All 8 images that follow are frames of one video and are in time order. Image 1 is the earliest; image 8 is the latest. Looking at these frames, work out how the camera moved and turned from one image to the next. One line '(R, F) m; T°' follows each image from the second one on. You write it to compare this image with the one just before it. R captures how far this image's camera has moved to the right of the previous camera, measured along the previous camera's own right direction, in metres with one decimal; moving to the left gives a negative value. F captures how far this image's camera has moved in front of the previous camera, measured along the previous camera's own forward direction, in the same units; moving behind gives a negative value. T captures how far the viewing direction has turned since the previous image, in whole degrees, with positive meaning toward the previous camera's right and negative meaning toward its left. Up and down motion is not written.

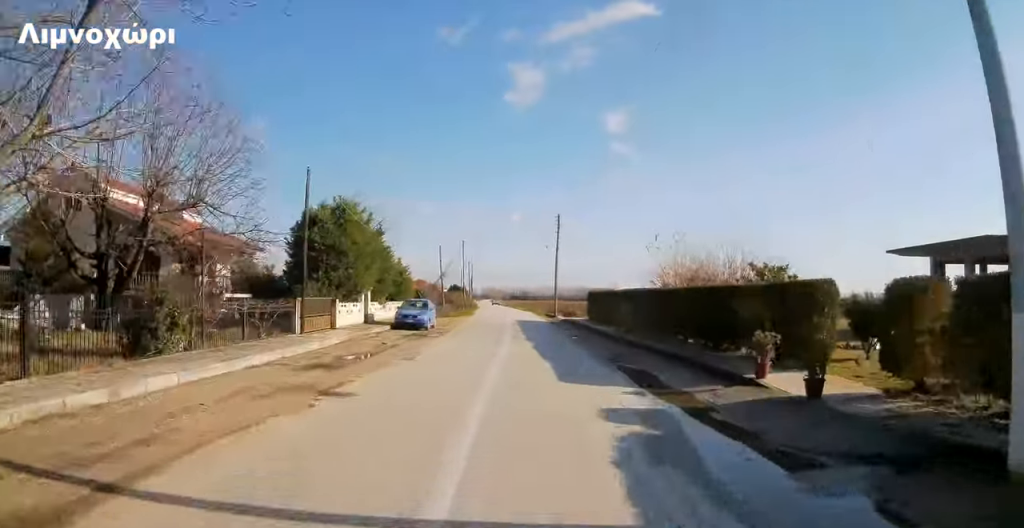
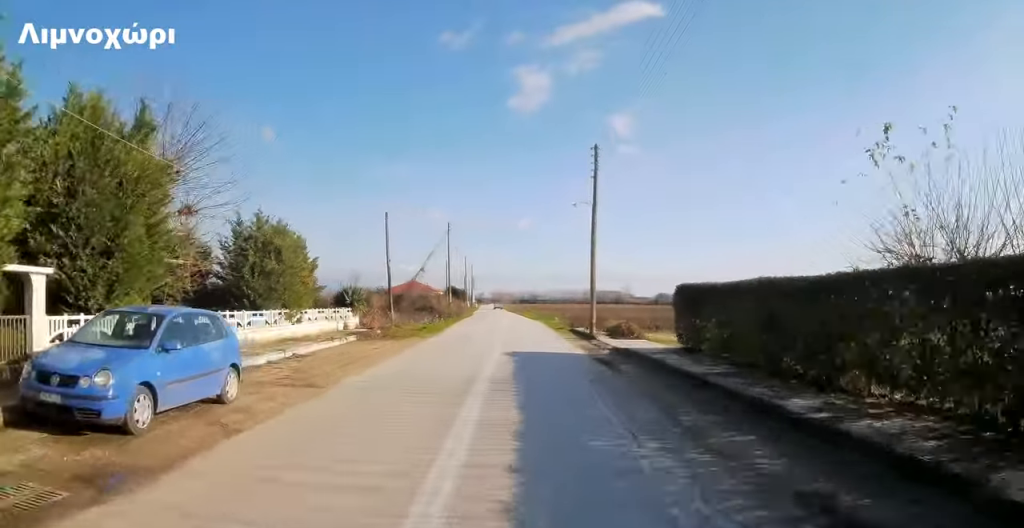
(-0.4, +23.2) m; -4°
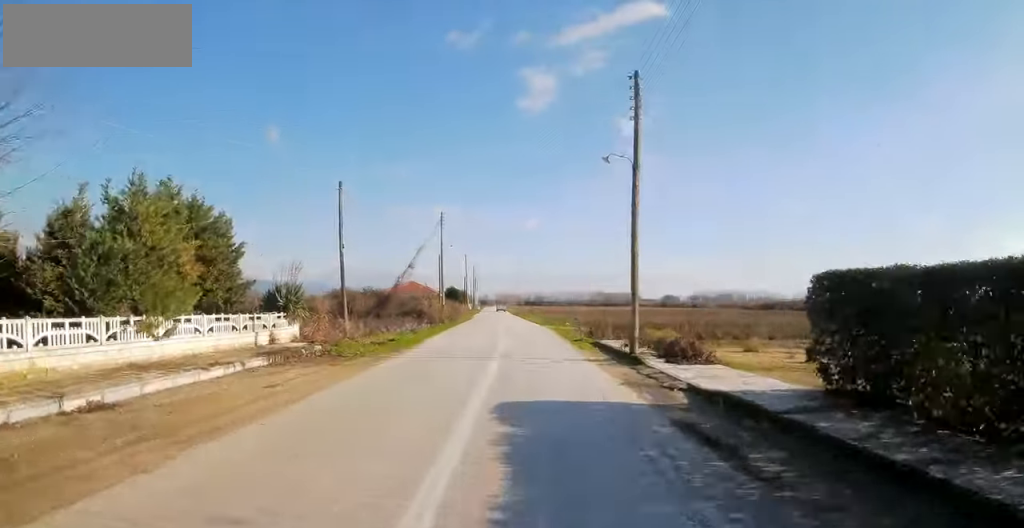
(-0.3, +8.8) m; -2°
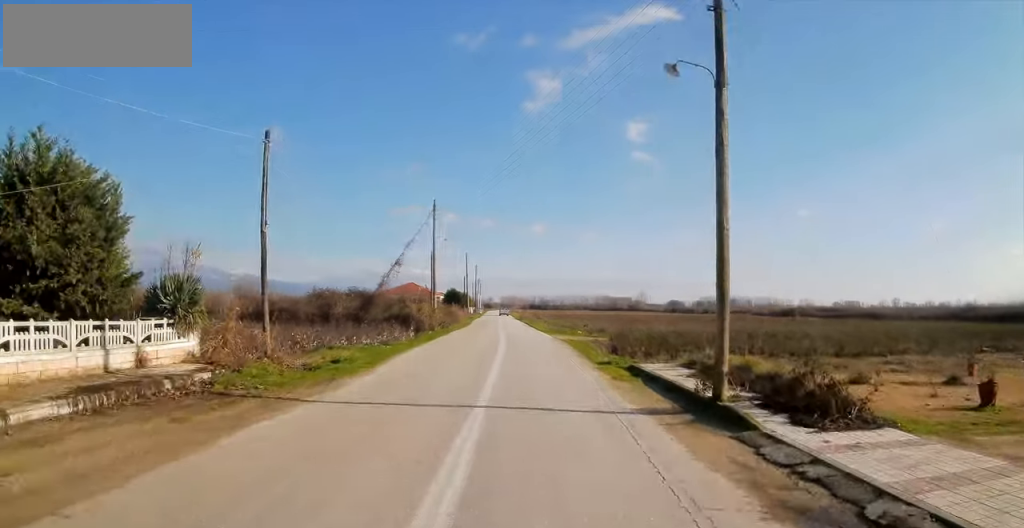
(0.0, +7.3) m; 0°
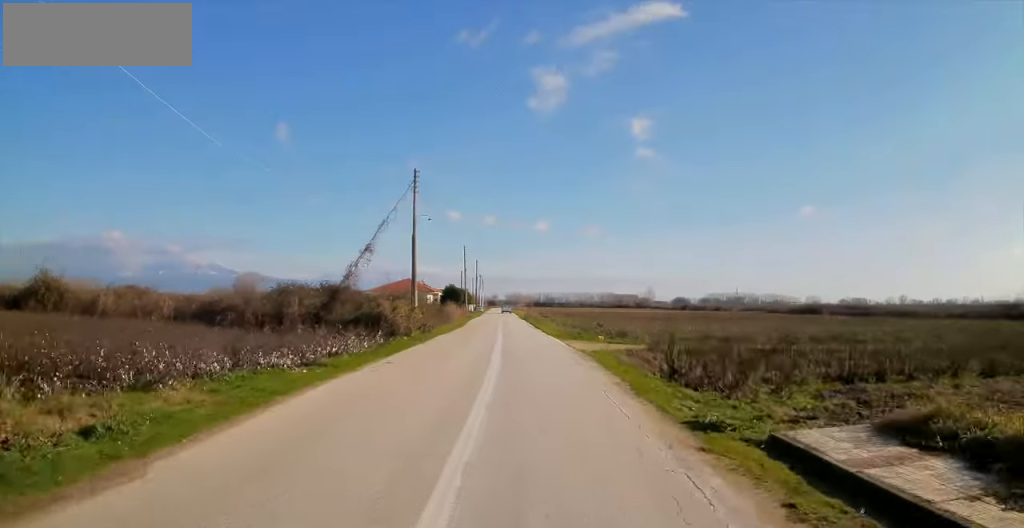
(0.0, +9.6) m; 0°
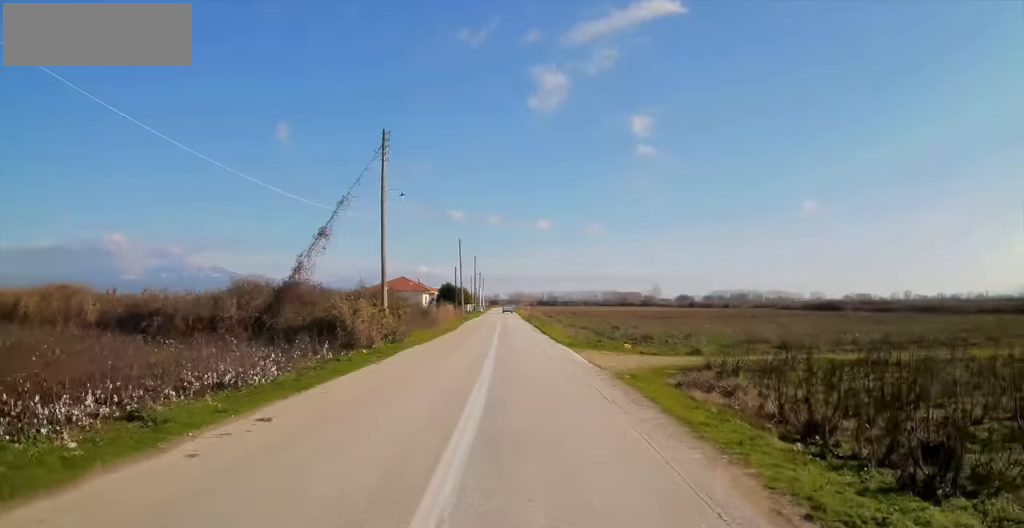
(0.0, +8.1) m; 0°
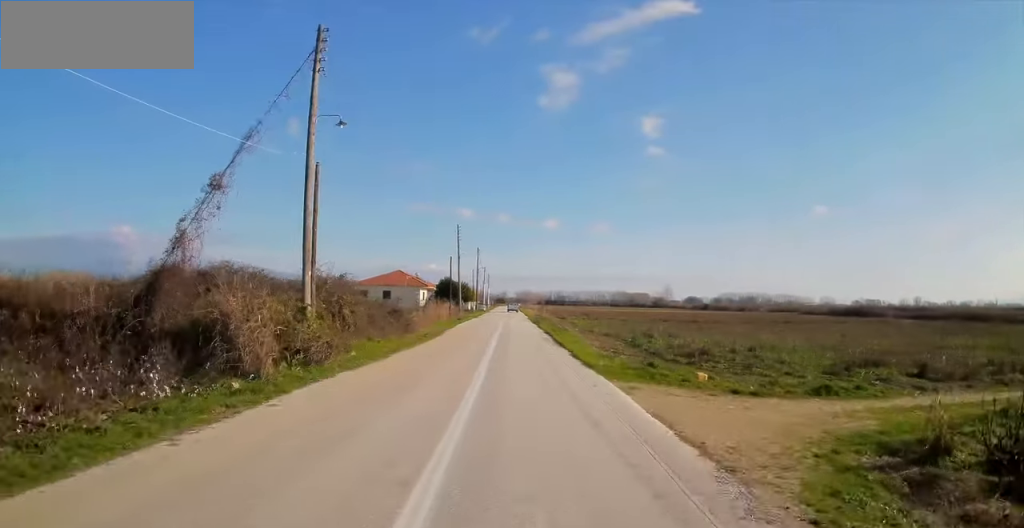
(0.0, +10.5) m; -1°
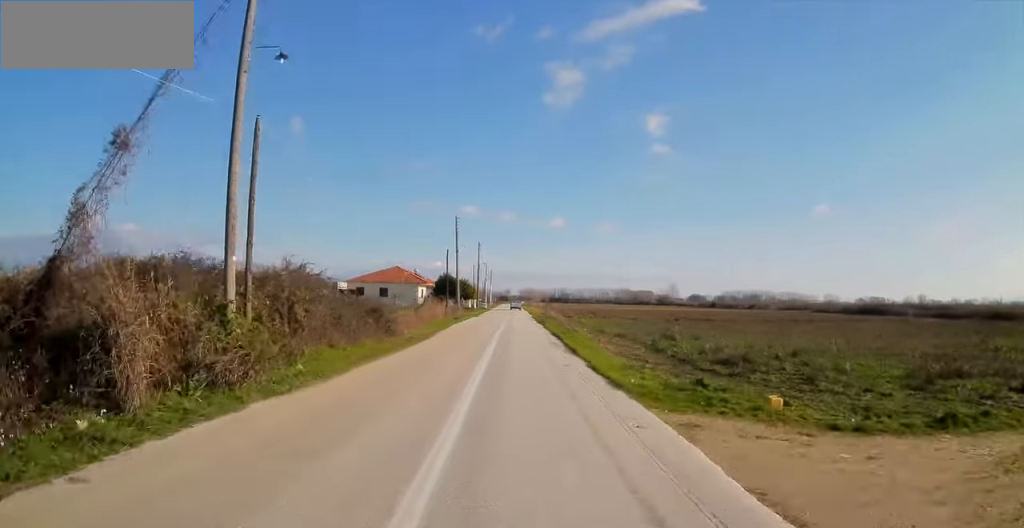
(0.0, +4.7) m; -1°
